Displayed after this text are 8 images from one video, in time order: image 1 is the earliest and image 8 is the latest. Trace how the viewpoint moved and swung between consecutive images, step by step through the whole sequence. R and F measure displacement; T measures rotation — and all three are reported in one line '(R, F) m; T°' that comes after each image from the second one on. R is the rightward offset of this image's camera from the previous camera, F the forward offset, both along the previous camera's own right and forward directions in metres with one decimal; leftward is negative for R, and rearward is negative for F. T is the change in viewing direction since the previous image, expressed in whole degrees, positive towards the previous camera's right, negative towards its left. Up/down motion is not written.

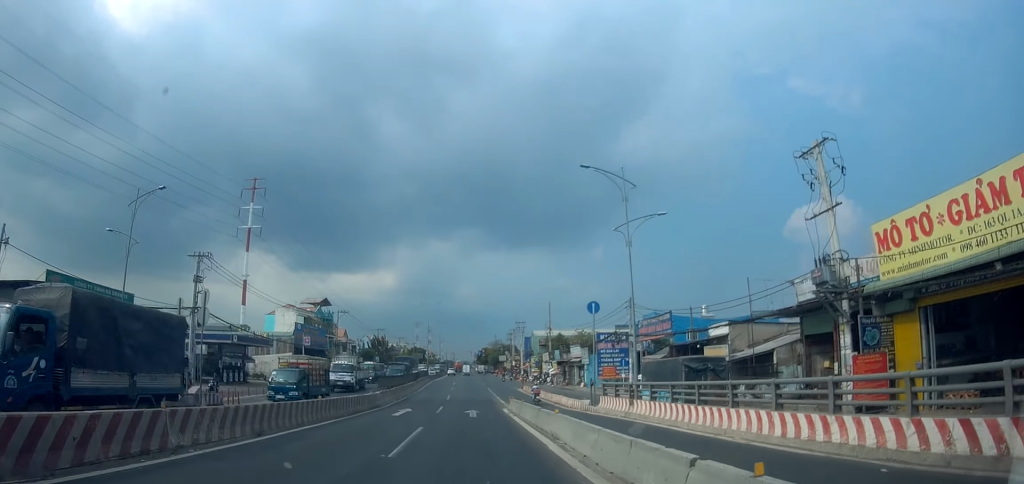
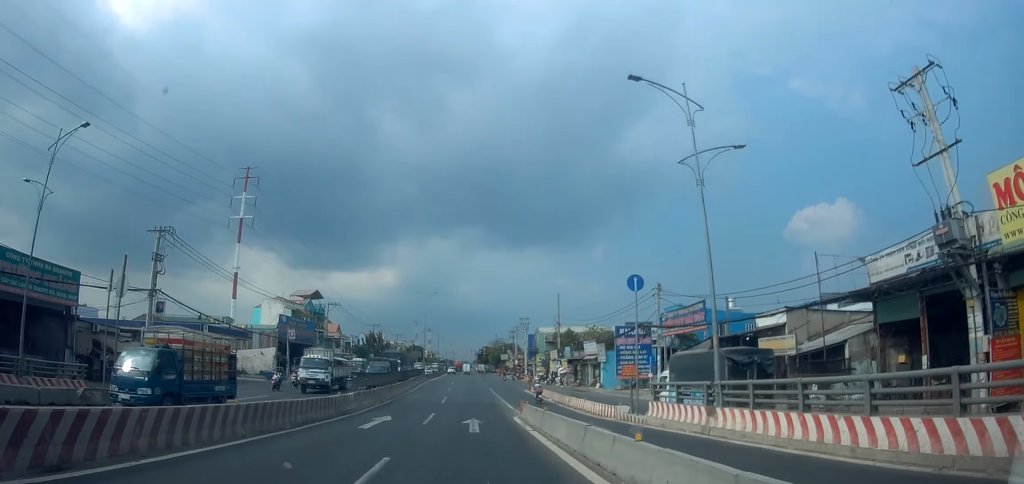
(0.0, +7.0) m; 0°
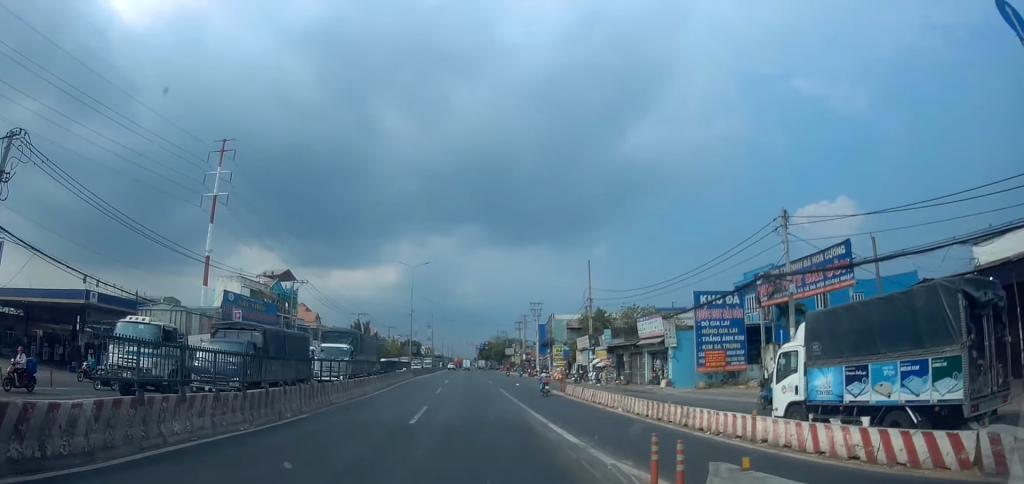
(0.0, +17.4) m; 0°
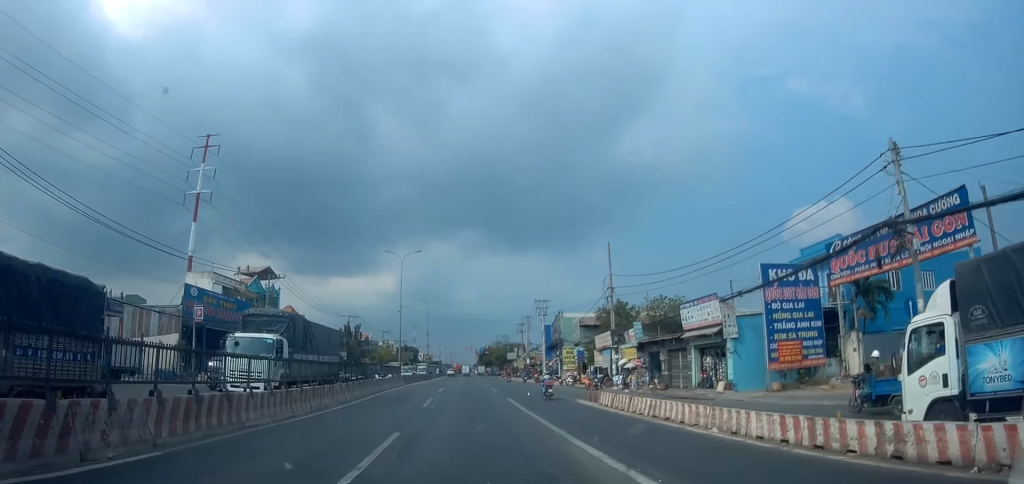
(0.0, +8.2) m; 0°
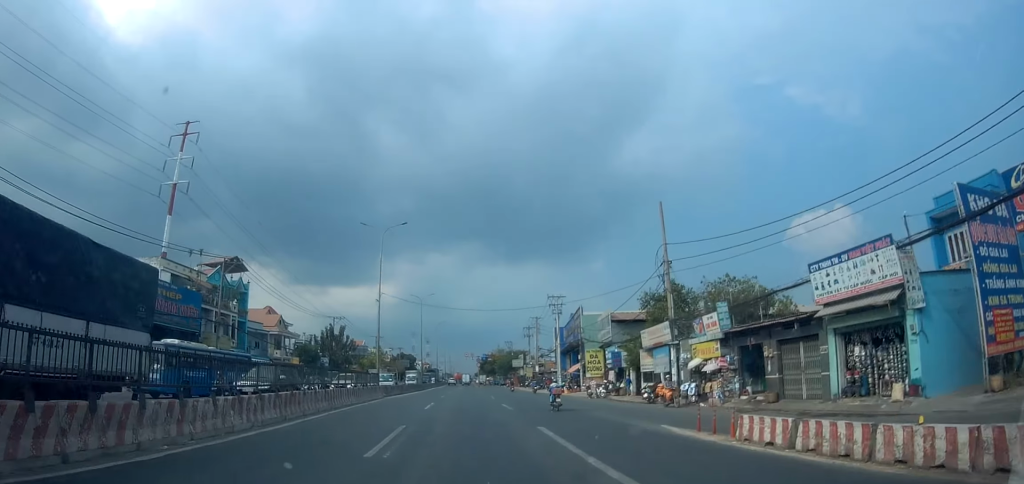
(0.0, +12.2) m; 0°
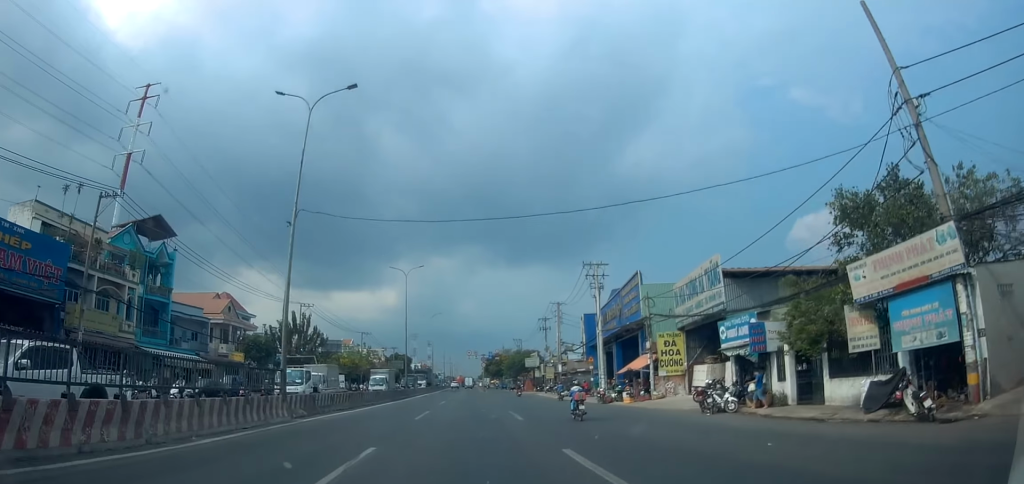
(0.0, +19.7) m; 0°
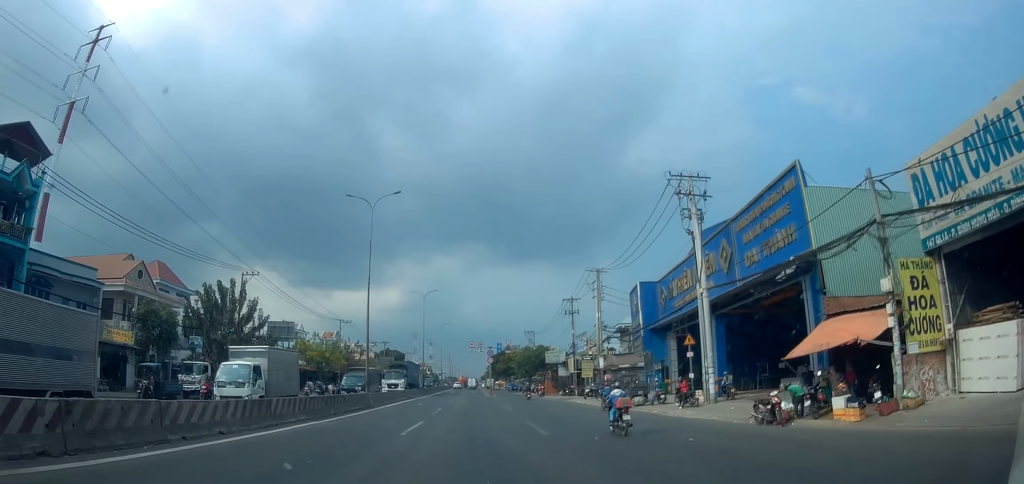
(0.0, +20.5) m; 0°
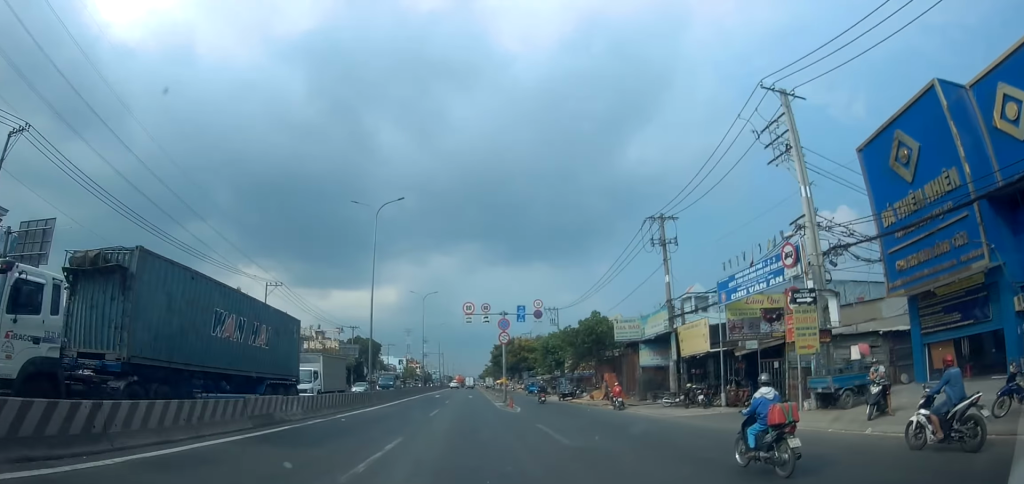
(-1.0, +32.7) m; -3°
